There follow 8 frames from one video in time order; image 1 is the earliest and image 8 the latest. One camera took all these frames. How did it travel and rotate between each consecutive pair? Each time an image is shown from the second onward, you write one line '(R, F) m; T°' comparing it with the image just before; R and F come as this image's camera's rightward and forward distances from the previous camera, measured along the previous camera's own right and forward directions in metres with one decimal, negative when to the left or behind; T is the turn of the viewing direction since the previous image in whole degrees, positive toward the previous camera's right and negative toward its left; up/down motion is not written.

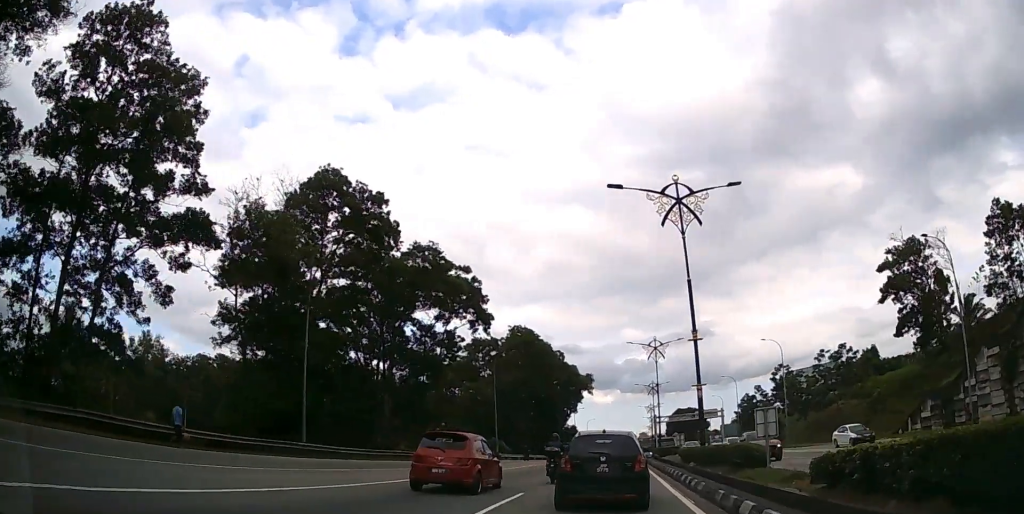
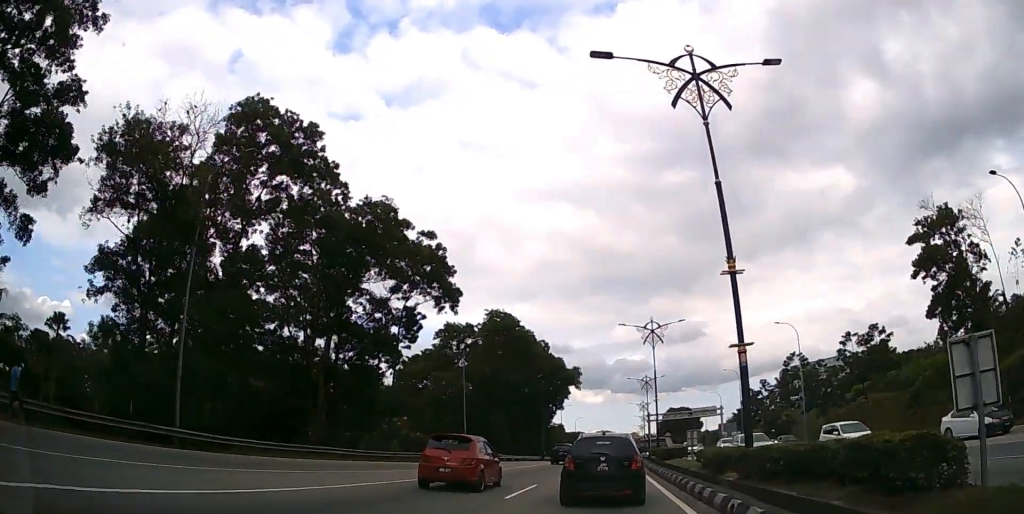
(+0.1, +9.4) m; +1°
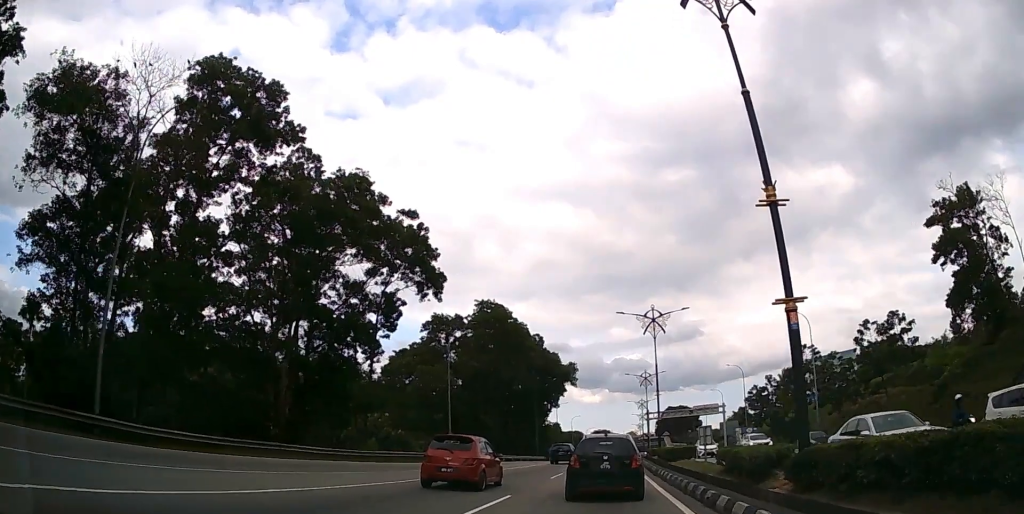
(0.0, +4.1) m; 0°
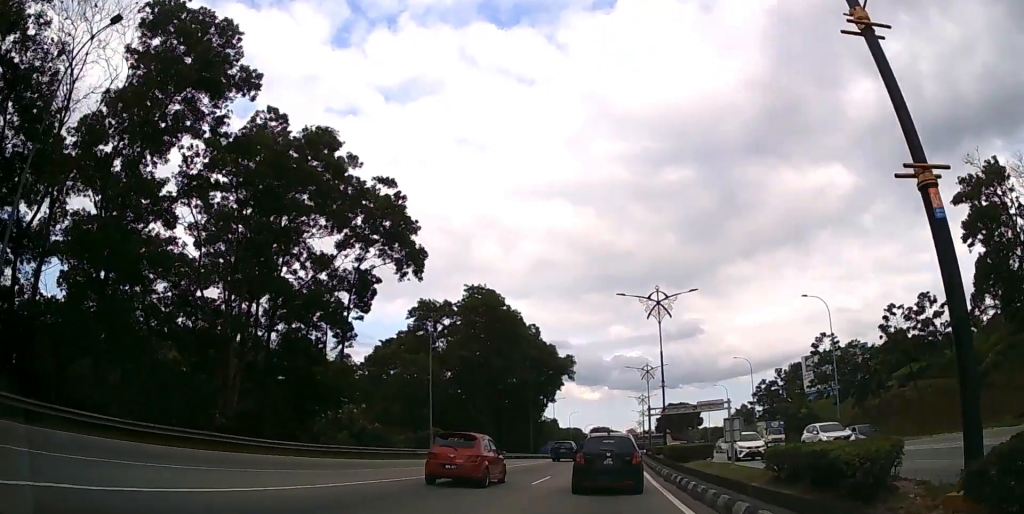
(+0.1, +5.0) m; +1°
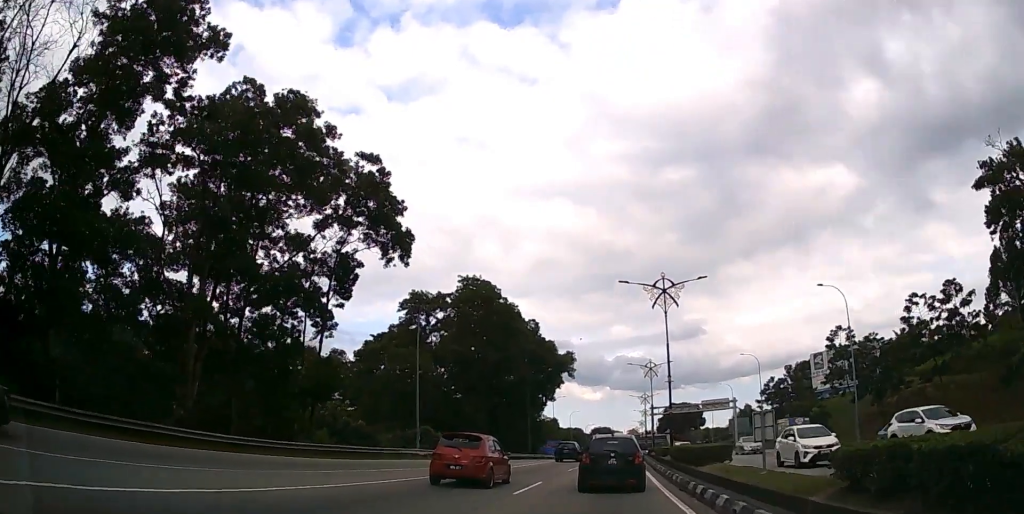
(0.0, +3.2) m; 0°
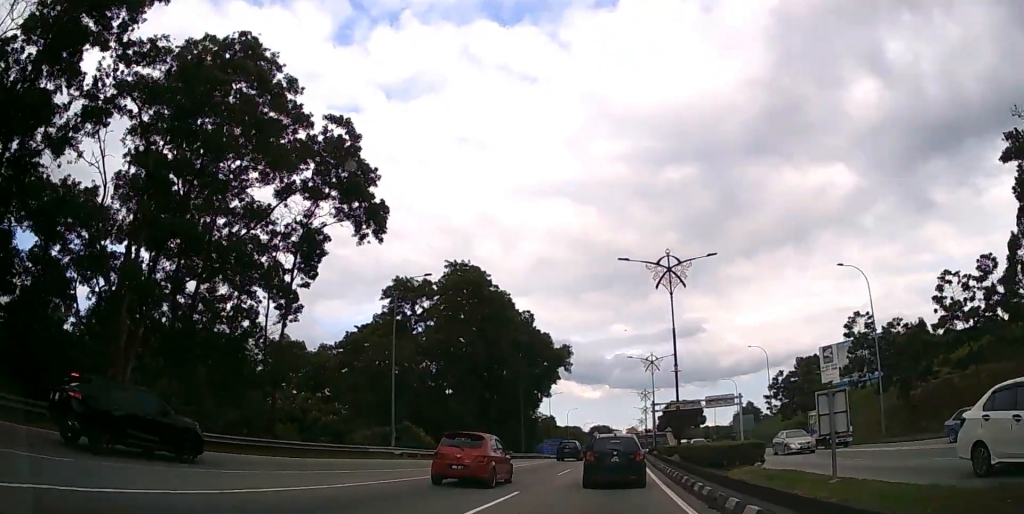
(0.0, +4.6) m; 0°
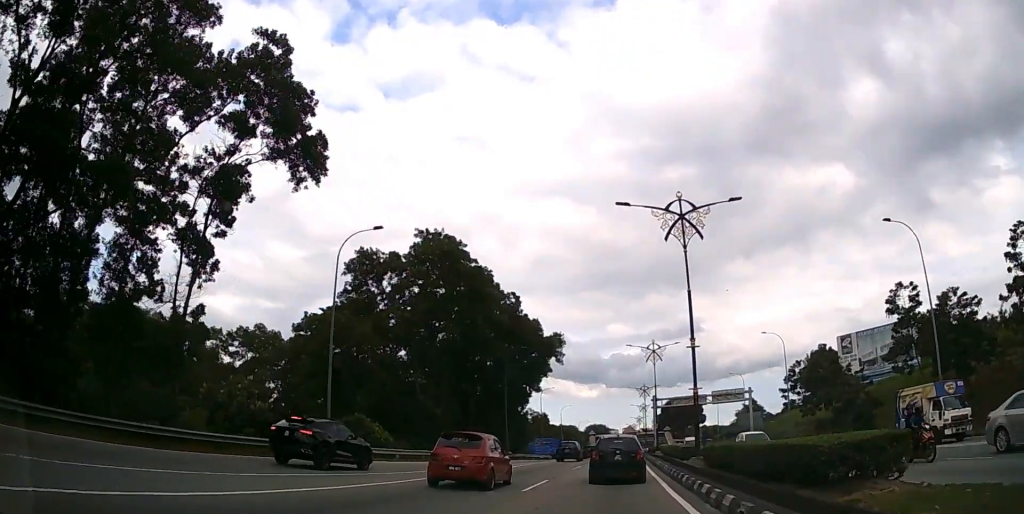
(0.0, +8.4) m; 0°
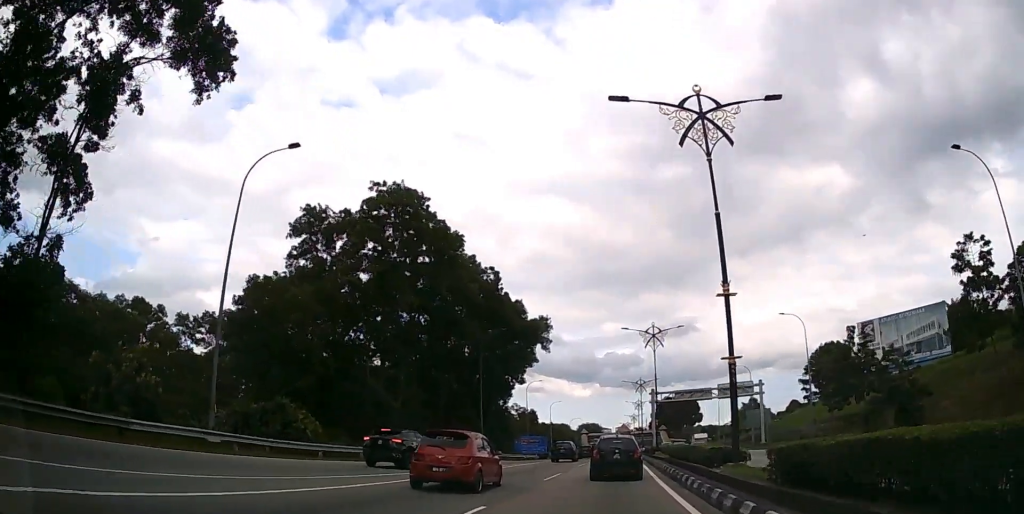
(0.0, +8.6) m; 0°
